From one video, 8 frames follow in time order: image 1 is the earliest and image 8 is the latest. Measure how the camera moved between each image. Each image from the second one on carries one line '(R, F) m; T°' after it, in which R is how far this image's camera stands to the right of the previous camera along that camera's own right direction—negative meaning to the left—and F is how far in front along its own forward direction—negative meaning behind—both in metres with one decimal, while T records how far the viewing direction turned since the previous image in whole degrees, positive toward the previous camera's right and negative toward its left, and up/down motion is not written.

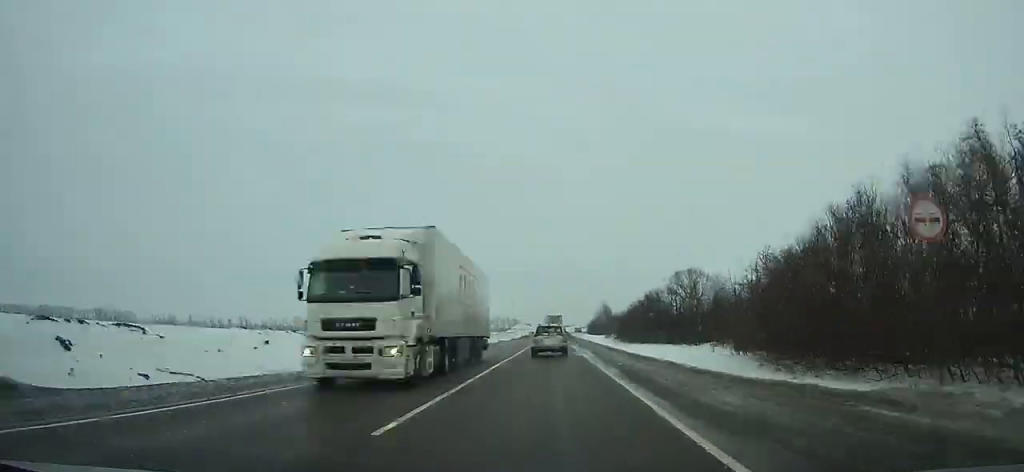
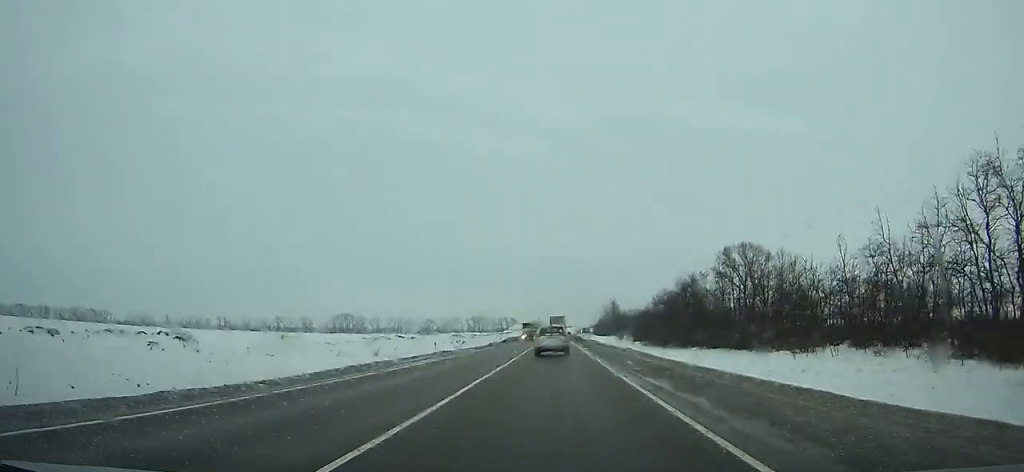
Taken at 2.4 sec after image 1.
(0.0, +53.2) m; 0°
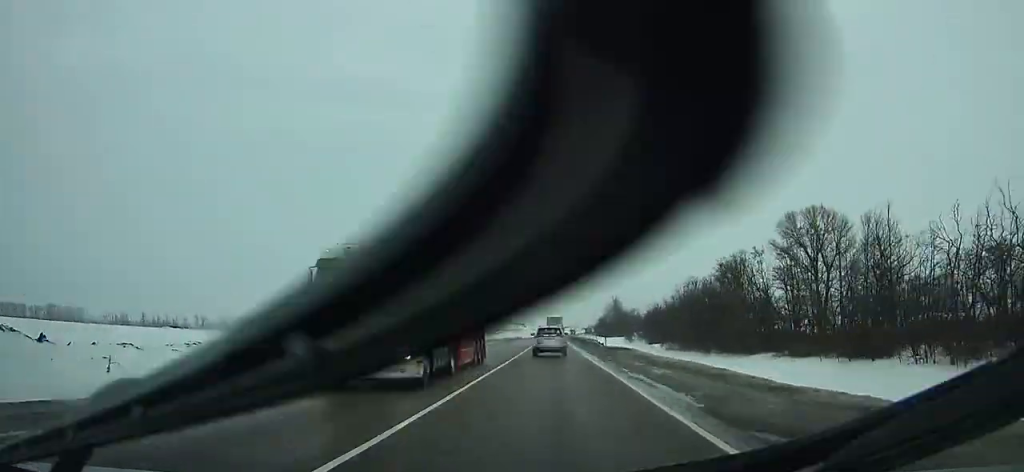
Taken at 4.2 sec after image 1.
(0.0, +40.0) m; 0°
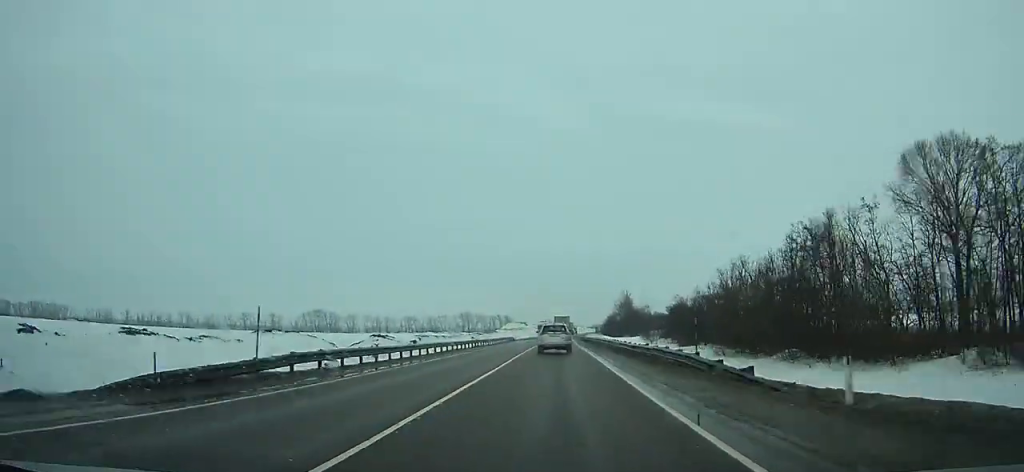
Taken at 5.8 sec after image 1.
(-0.1, +35.8) m; 0°
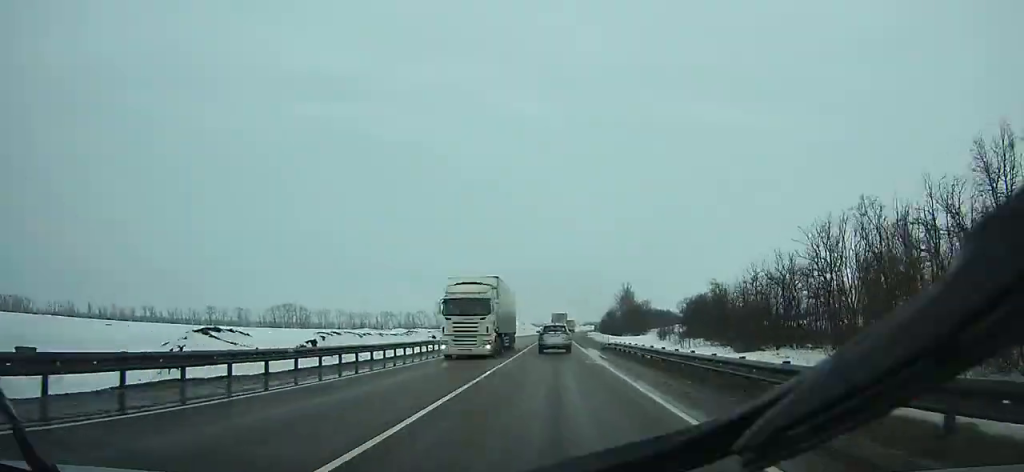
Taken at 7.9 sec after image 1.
(+0.1, +47.4) m; 0°
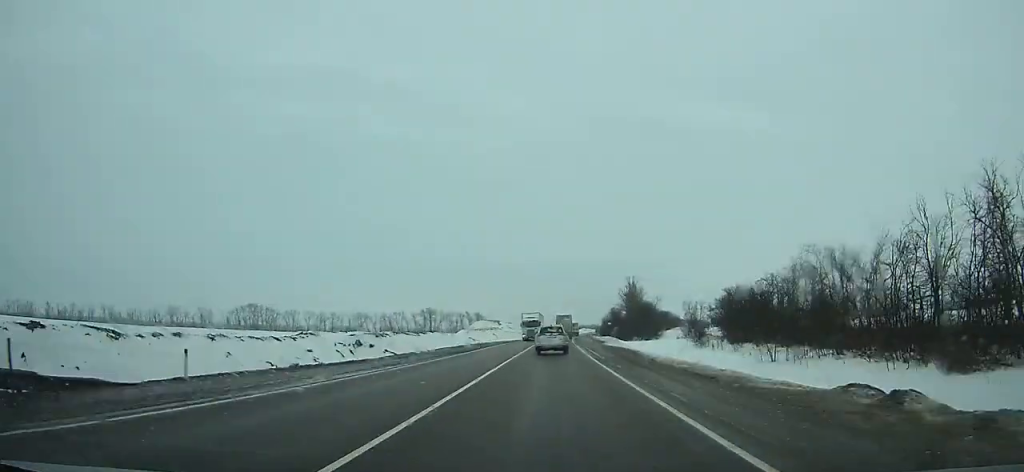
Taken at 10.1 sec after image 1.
(+0.2, +50.0) m; +1°
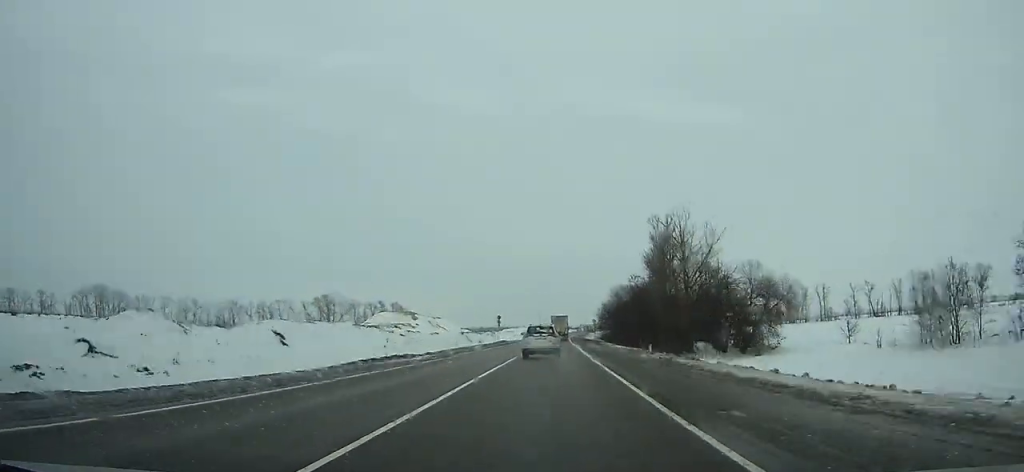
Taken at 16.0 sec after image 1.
(+4.1, +135.7) m; +3°
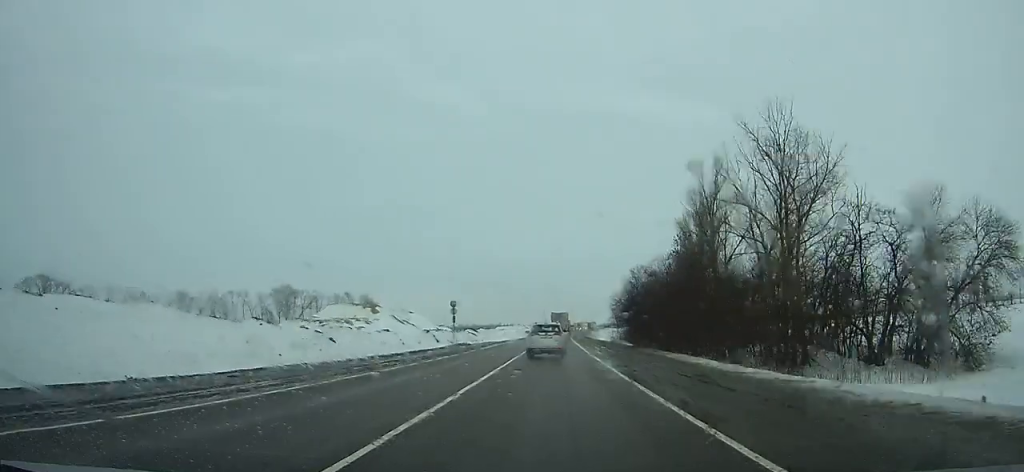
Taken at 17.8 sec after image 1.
(+0.4, +41.0) m; +1°
